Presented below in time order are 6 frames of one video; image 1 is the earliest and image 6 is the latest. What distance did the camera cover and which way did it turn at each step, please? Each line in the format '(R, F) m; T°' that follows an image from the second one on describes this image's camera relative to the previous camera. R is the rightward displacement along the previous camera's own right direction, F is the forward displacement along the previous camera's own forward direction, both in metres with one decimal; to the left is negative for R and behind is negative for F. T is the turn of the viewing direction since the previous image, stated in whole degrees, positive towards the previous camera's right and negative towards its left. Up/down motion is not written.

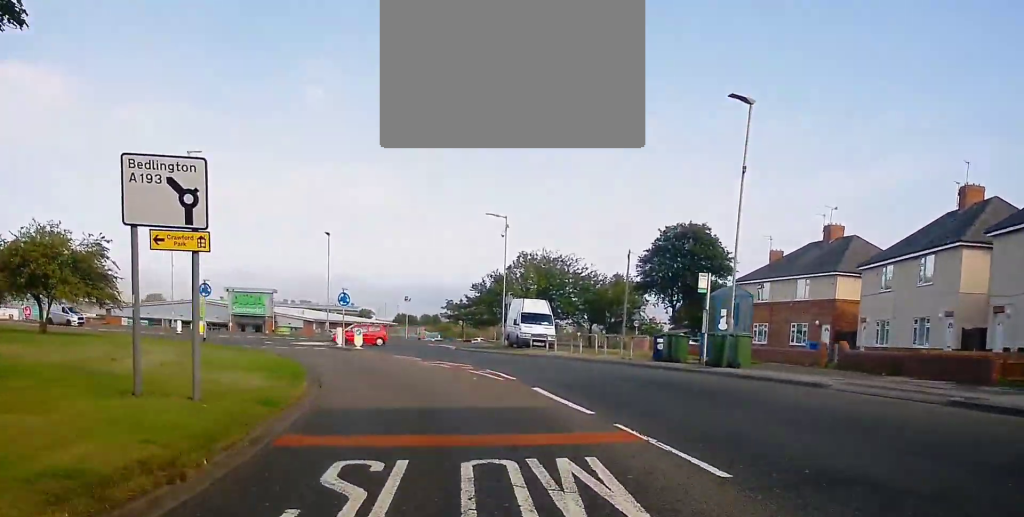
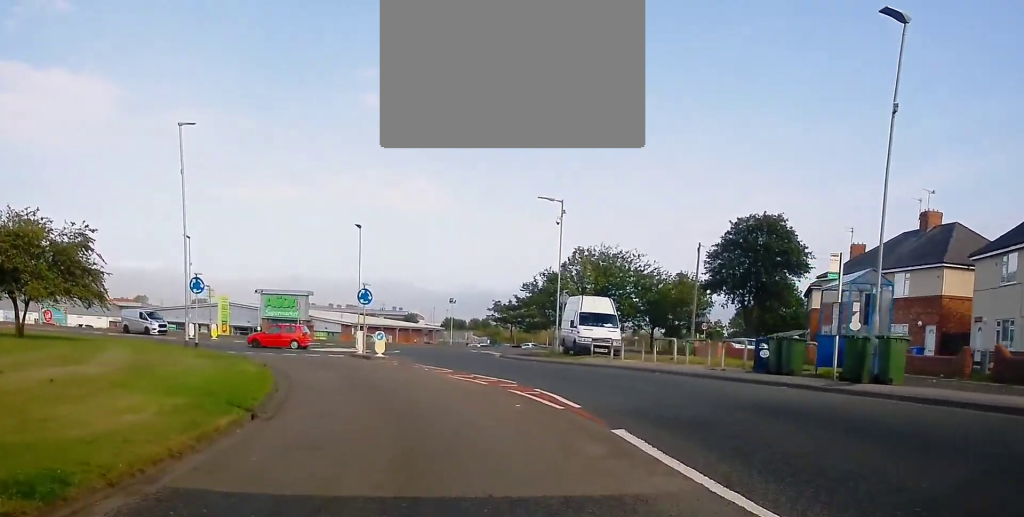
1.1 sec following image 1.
(0.0, +7.3) m; -2°
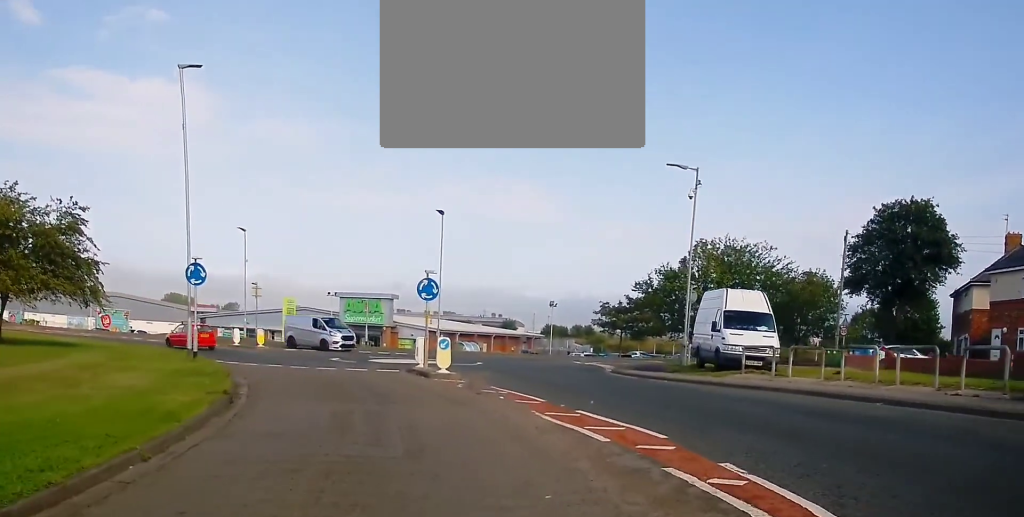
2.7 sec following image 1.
(-0.9, +9.7) m; -12°
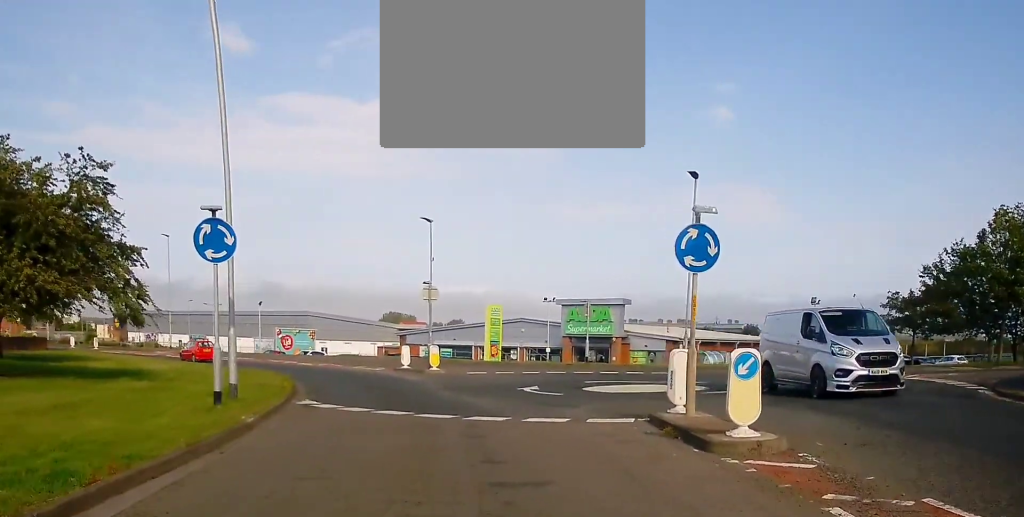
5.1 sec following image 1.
(-1.0, +13.4) m; -13°
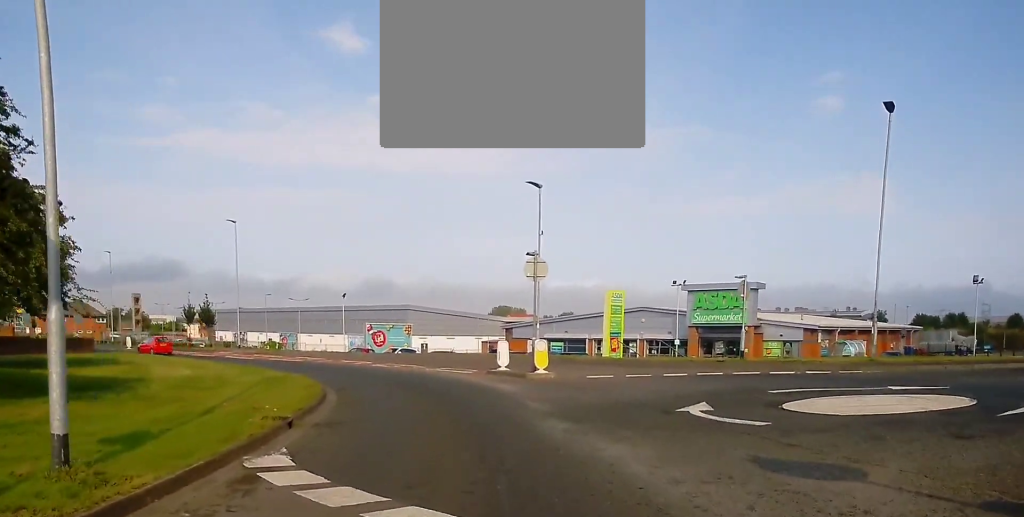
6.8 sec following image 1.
(-1.4, +9.4) m; -10°
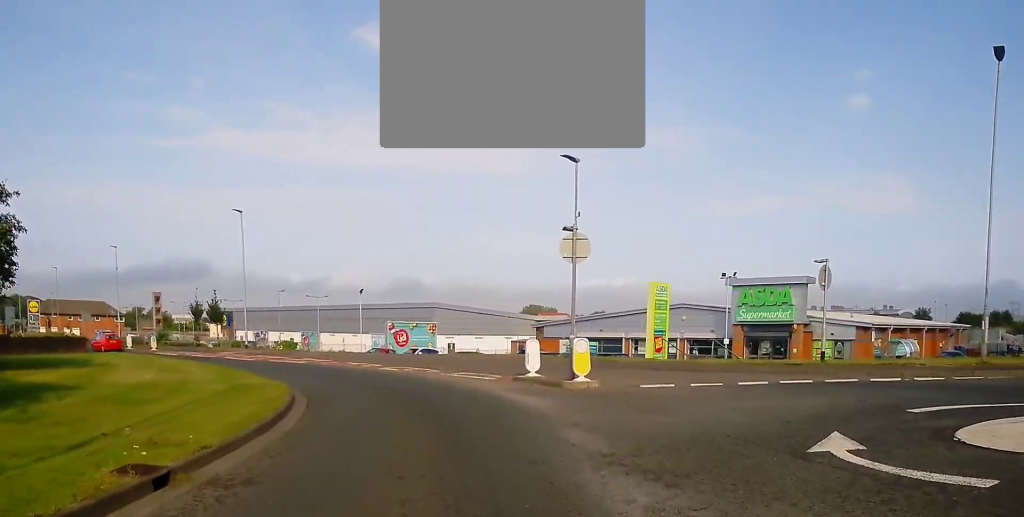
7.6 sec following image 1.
(-0.1, +5.1) m; -2°
